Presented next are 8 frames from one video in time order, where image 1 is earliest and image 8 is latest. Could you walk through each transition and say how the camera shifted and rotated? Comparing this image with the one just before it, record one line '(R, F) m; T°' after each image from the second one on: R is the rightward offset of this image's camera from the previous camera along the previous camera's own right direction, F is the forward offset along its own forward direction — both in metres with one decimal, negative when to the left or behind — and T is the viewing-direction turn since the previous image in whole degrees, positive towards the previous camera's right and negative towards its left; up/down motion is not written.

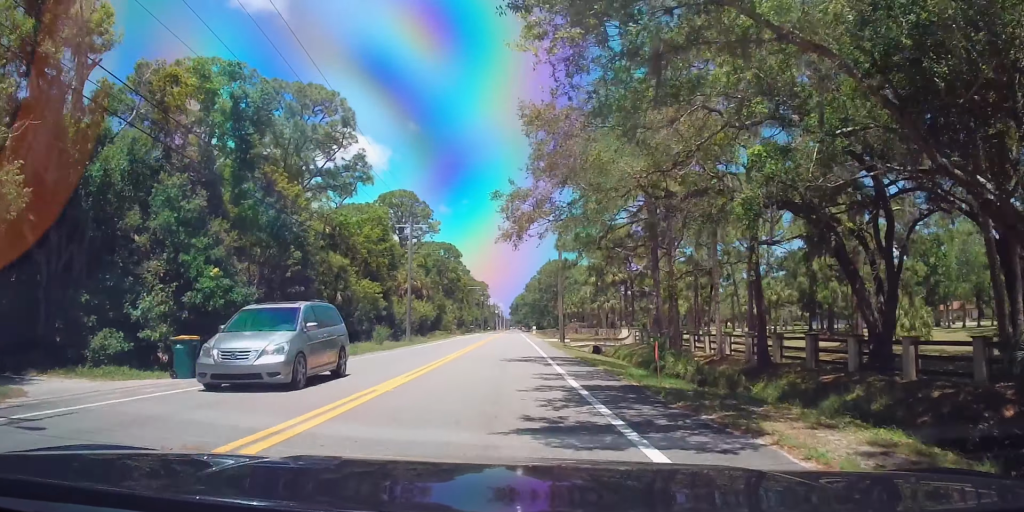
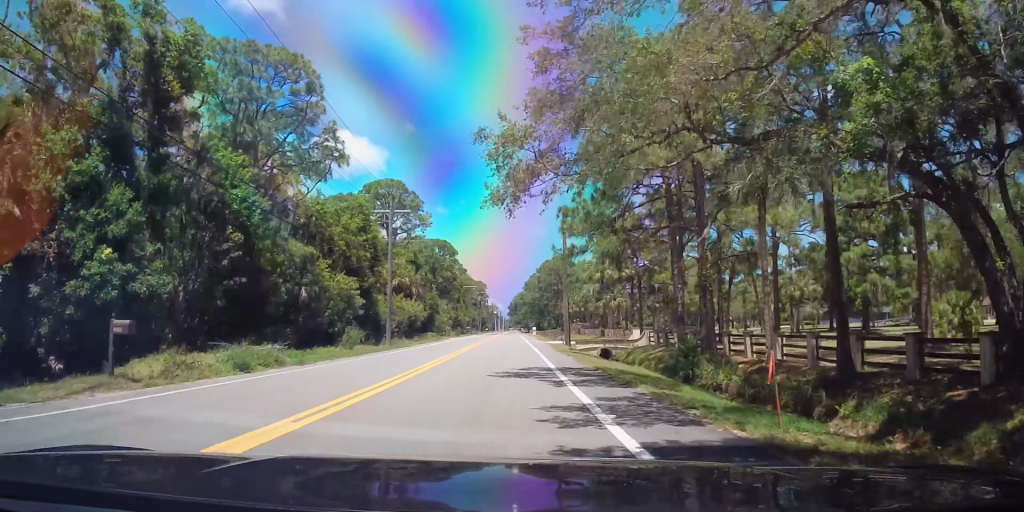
(0.0, +7.2) m; 0°
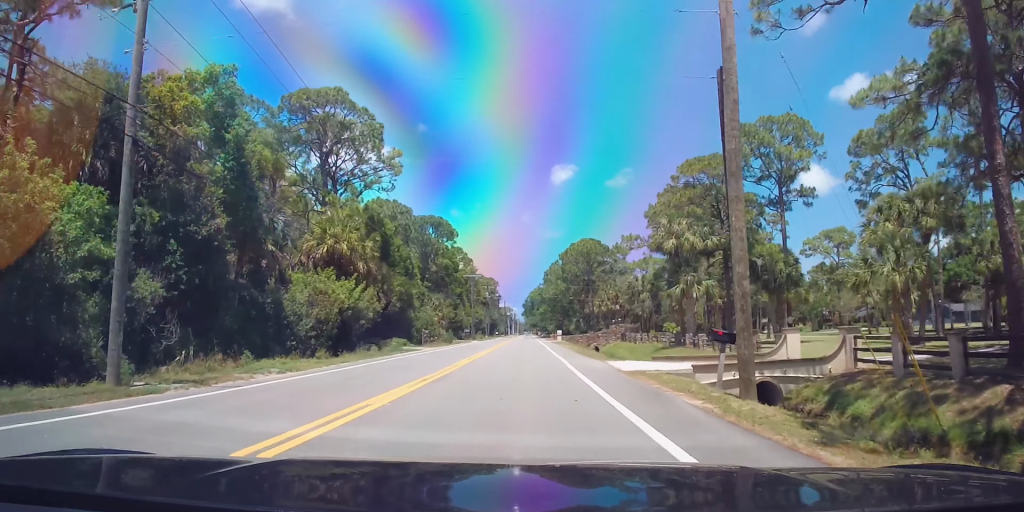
(-0.5, +31.7) m; -2°
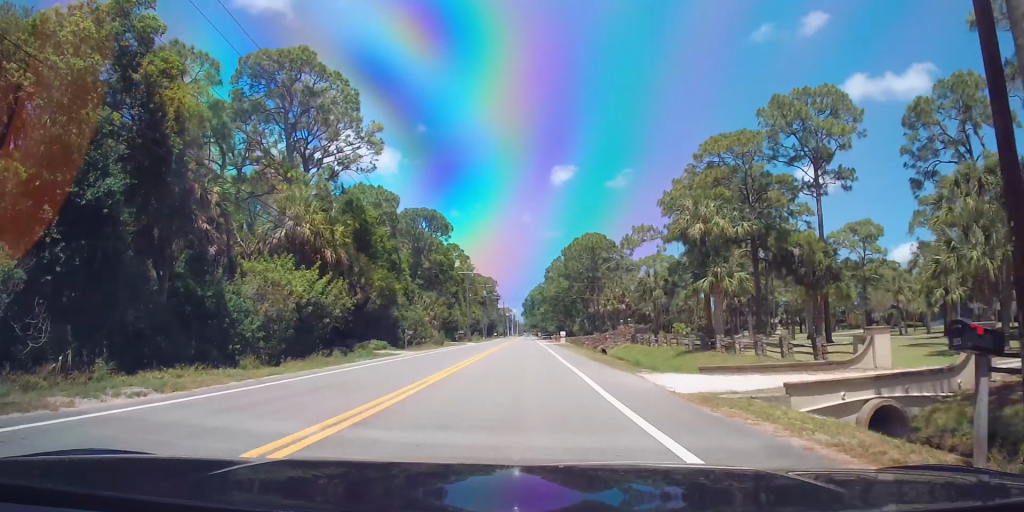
(-0.2, +7.3) m; 0°
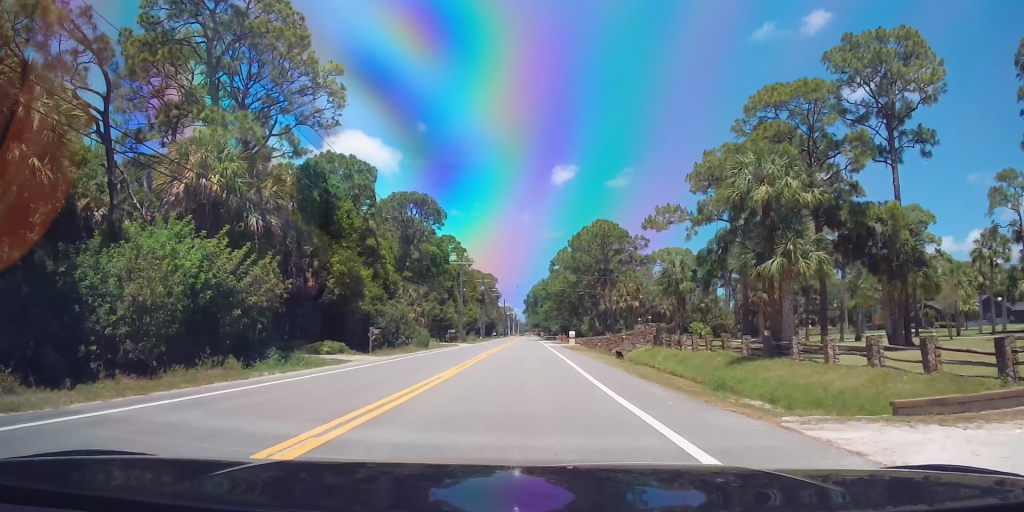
(+0.3, +10.9) m; 0°
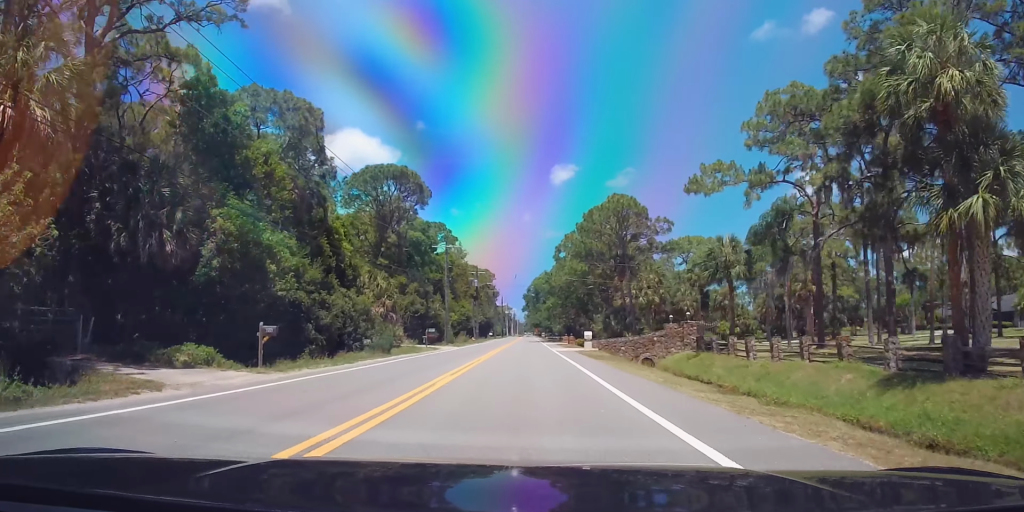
(0.0, +14.4) m; -1°
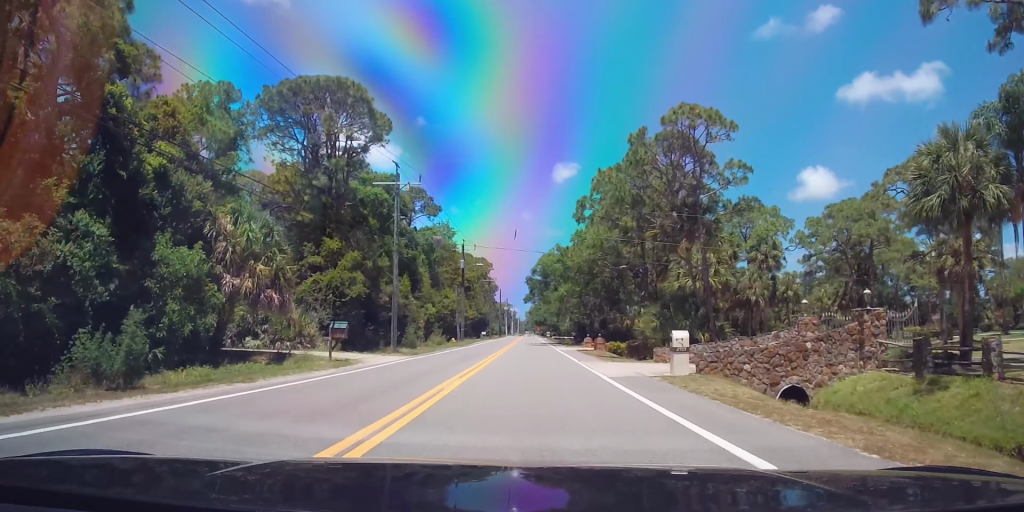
(-0.4, +25.0) m; +1°
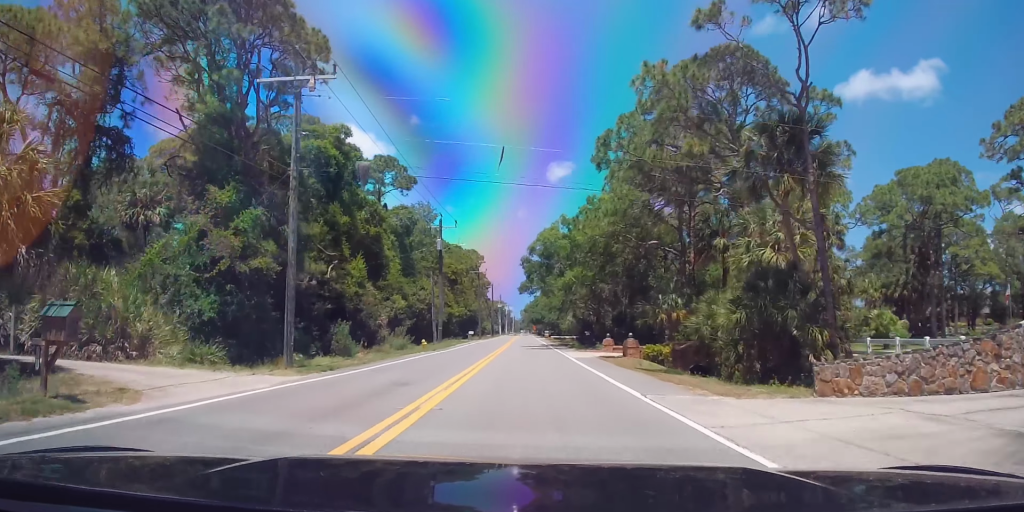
(+0.4, +15.4) m; +1°
